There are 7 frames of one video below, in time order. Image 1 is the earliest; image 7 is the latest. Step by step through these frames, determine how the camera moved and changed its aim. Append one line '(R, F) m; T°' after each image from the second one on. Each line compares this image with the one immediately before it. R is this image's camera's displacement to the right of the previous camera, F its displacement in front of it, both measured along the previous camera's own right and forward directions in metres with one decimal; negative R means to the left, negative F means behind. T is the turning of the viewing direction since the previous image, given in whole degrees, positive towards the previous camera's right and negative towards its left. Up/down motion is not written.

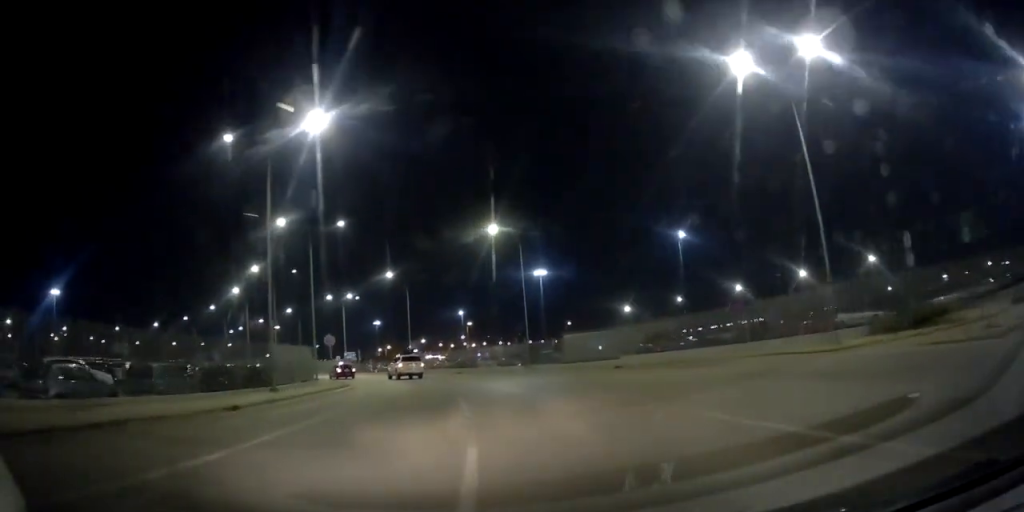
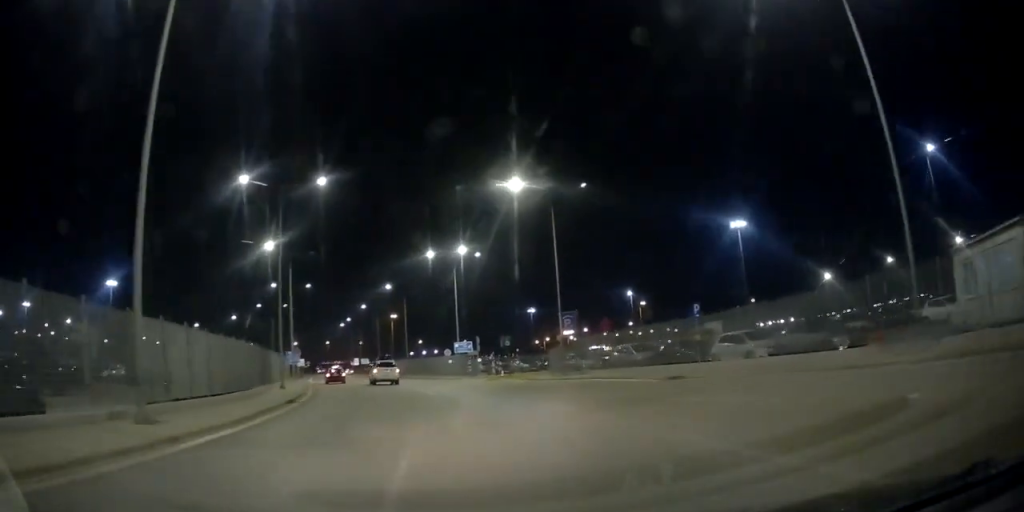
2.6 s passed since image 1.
(-5.2, +36.5) m; -17°
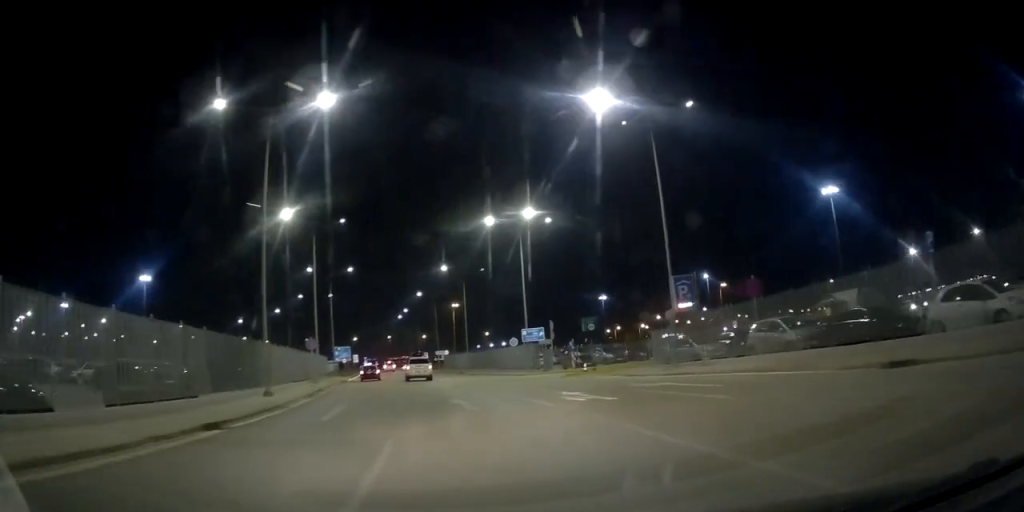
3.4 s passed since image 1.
(-0.4, +11.8) m; -3°
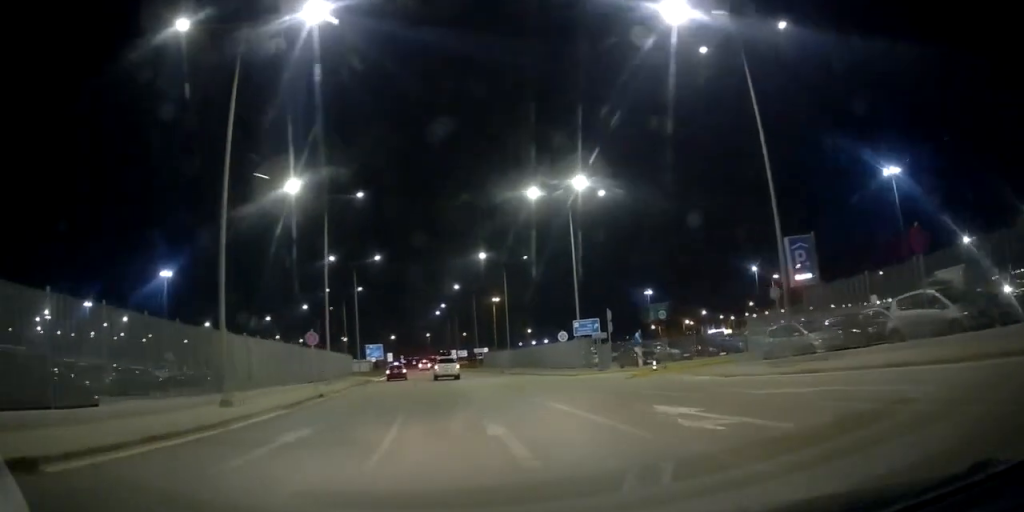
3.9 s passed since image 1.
(-0.2, +7.4) m; -2°
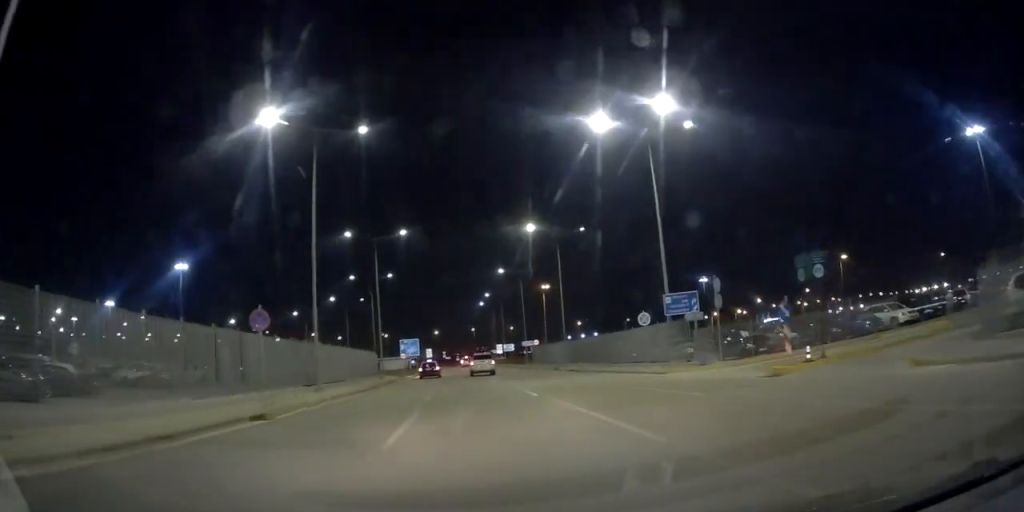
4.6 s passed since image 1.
(-0.2, +11.5) m; -4°
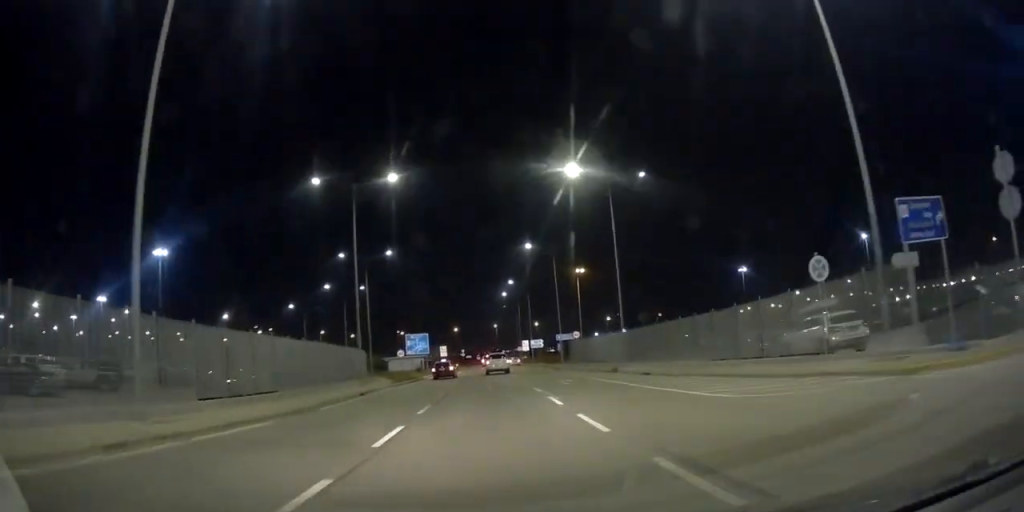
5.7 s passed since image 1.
(-0.8, +15.8) m; -2°
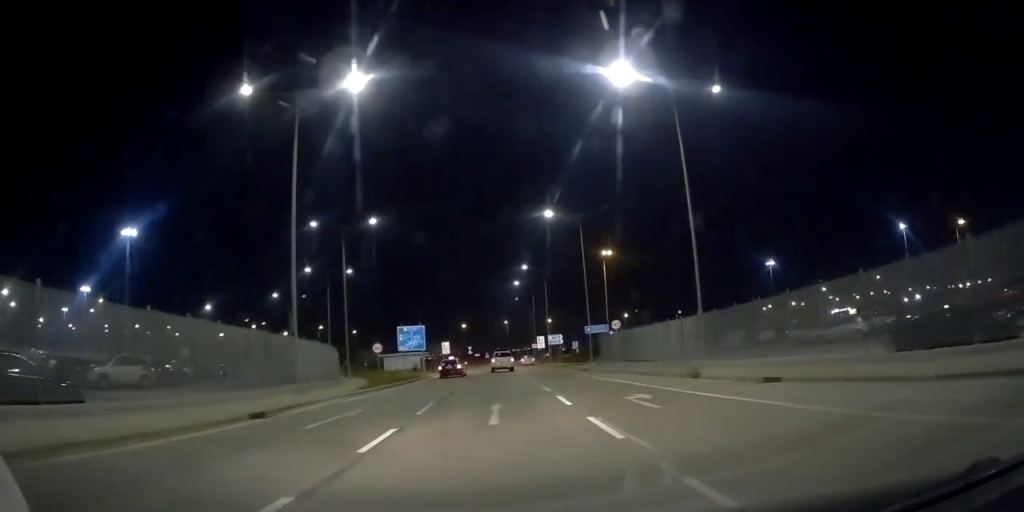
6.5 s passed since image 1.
(0.0, +12.8) m; +1°
